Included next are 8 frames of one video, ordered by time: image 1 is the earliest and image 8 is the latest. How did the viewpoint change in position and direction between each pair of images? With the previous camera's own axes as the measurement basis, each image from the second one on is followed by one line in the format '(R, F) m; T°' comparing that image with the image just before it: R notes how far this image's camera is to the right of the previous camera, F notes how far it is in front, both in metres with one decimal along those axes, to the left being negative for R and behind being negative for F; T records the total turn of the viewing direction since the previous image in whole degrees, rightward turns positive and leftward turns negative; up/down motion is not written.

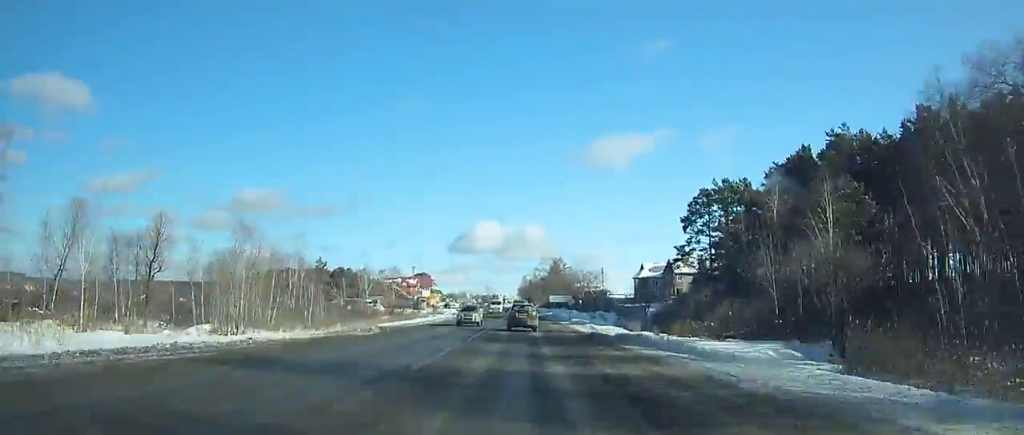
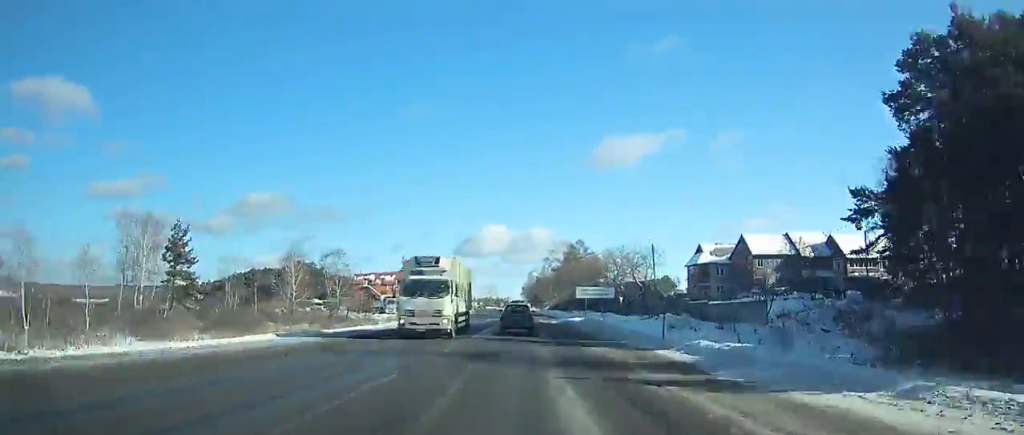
(-0.4, +45.1) m; -1°
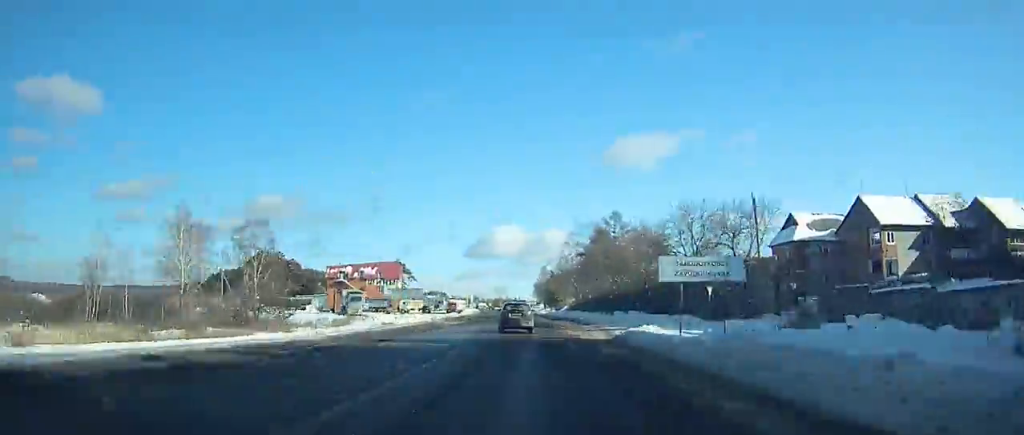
(-0.4, +32.2) m; -1°
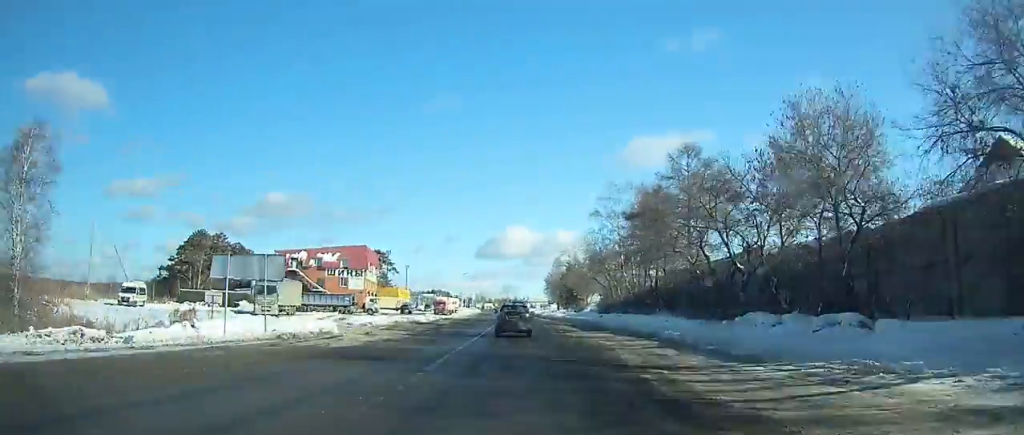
(-0.2, +33.6) m; -1°
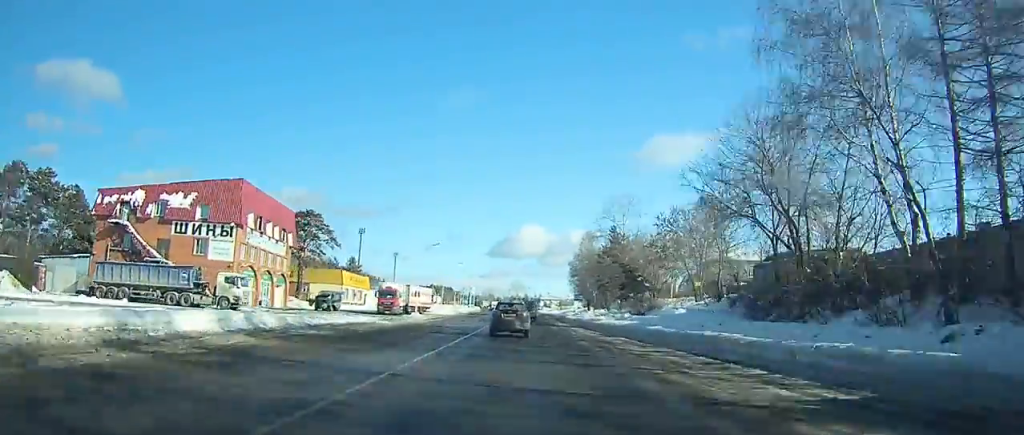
(-0.5, +52.0) m; -1°
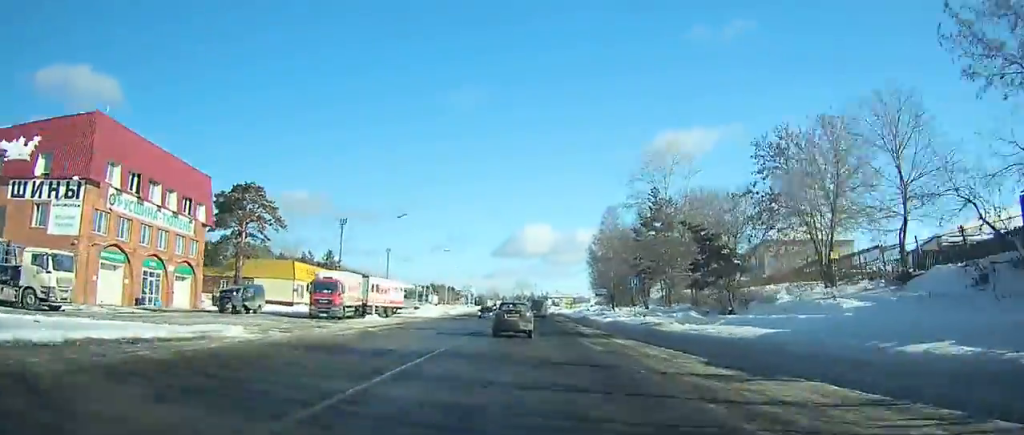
(-0.2, +22.5) m; 0°
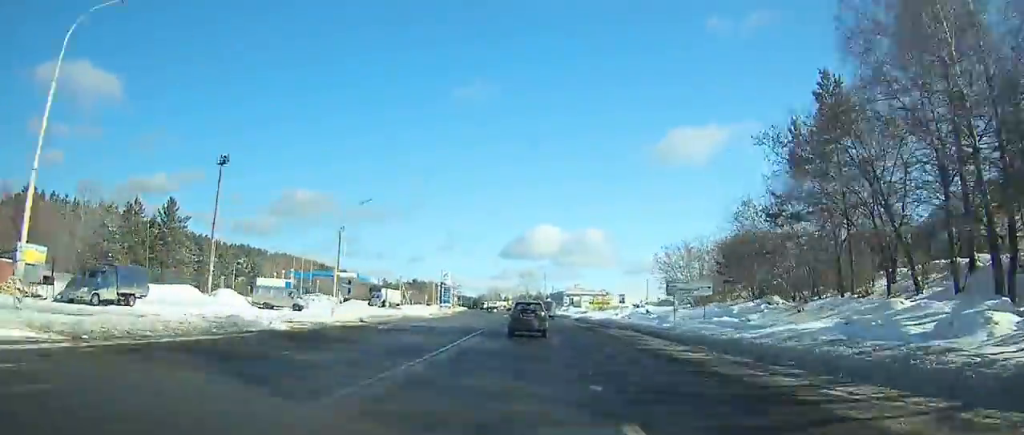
(-0.5, +64.2) m; 0°
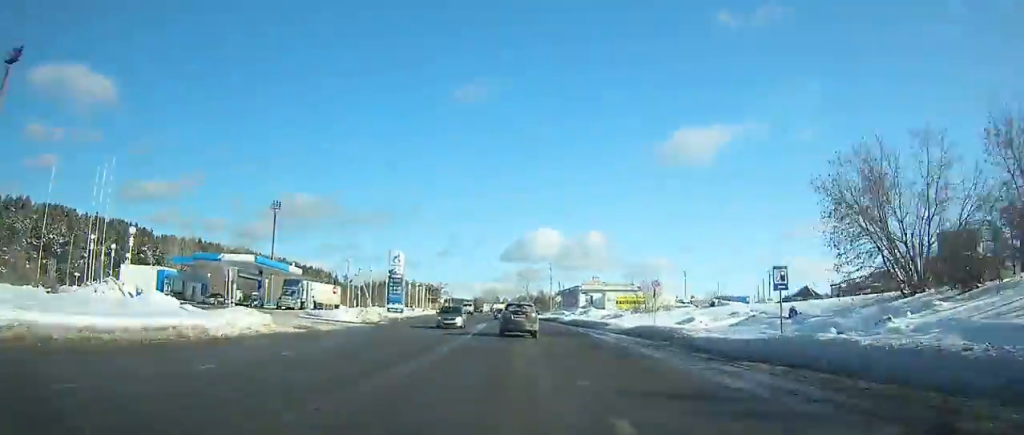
(+0.1, +42.9) m; -1°
